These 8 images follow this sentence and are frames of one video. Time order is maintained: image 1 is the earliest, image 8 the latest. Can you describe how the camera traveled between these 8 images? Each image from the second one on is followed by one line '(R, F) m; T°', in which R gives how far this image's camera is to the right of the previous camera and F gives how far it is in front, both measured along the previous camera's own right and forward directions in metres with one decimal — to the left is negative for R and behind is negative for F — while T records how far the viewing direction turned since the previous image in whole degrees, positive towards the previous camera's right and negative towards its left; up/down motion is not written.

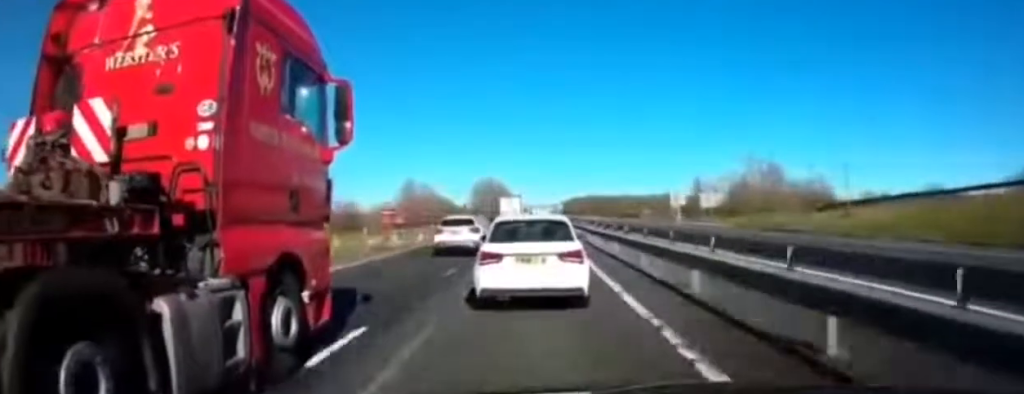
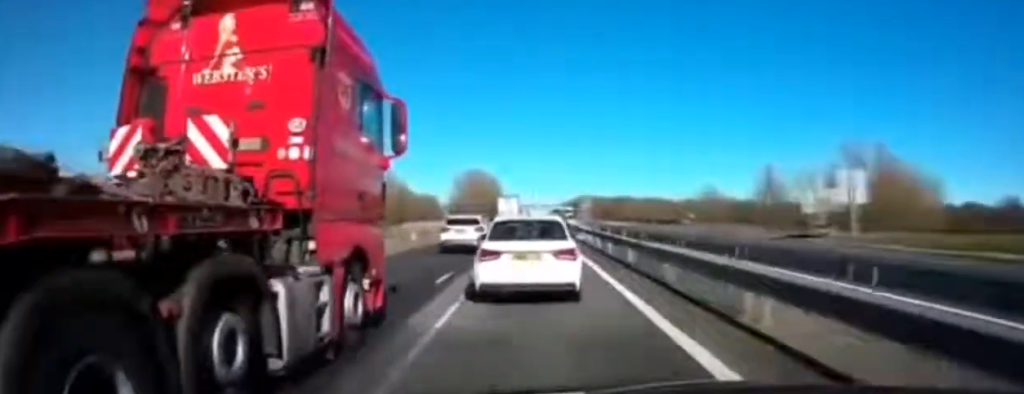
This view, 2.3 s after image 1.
(+0.3, +47.5) m; 0°
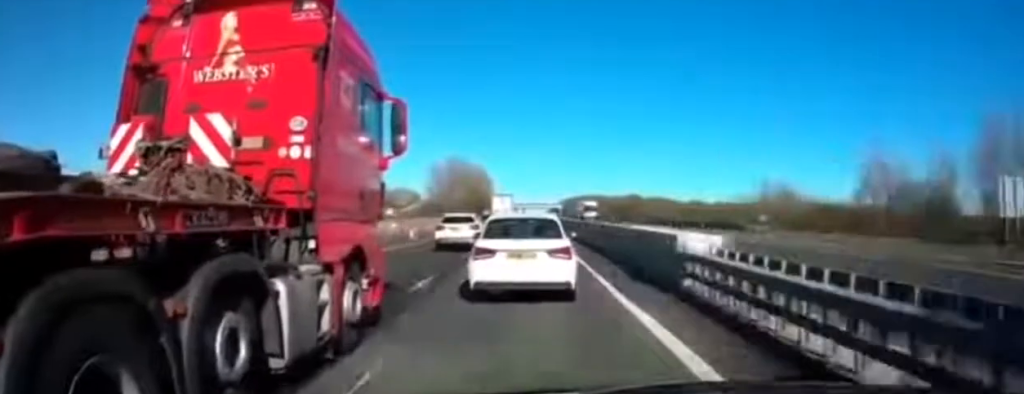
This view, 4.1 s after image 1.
(+0.1, +36.0) m; 0°
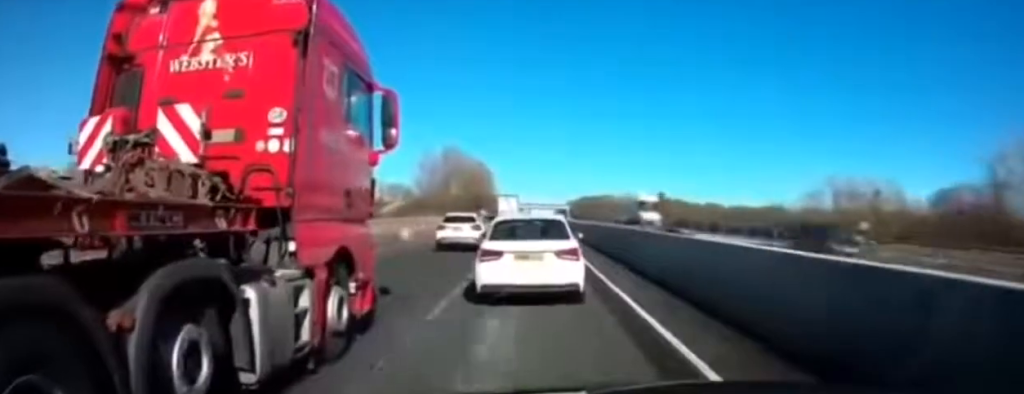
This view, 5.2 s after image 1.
(-0.3, +22.7) m; 0°
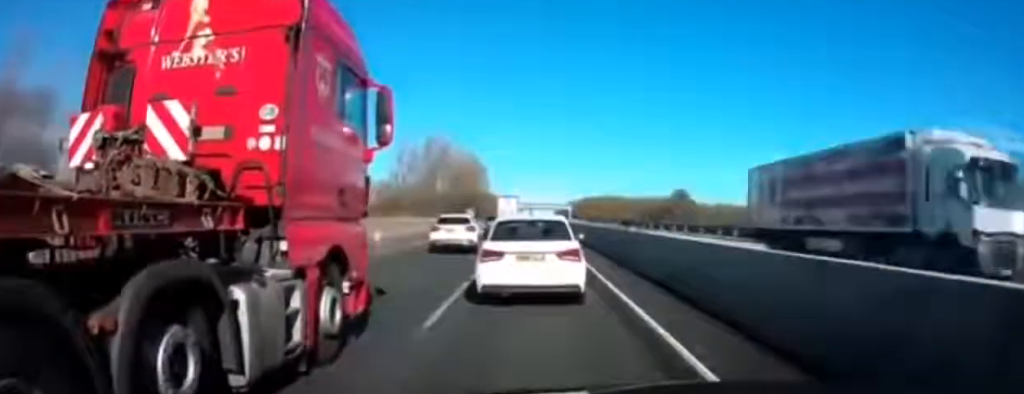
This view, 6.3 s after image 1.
(+0.1, +22.5) m; 0°
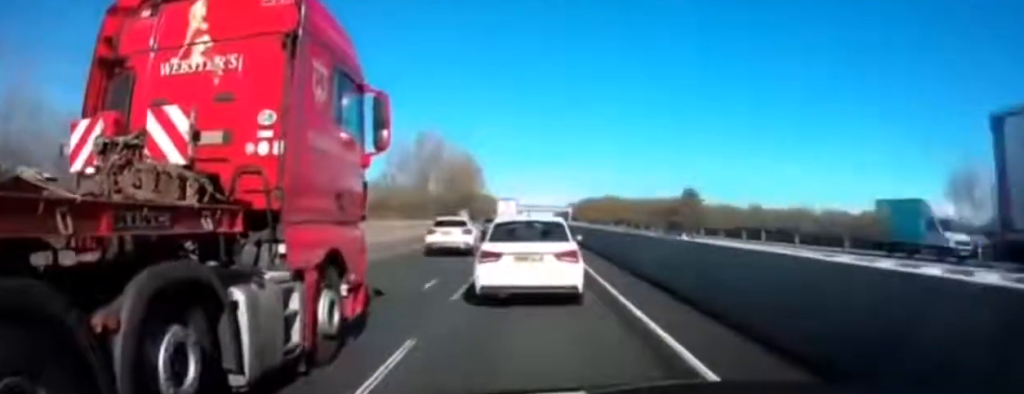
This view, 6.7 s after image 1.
(+0.1, +8.1) m; 0°
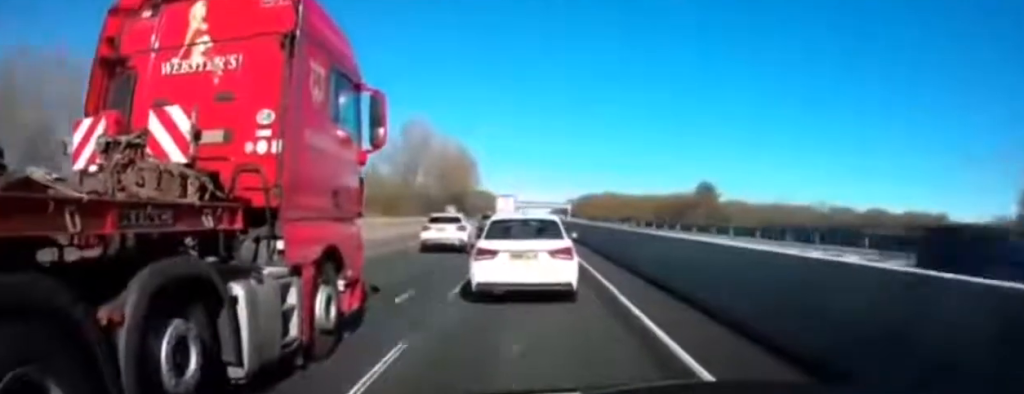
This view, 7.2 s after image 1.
(-0.1, +10.1) m; 0°
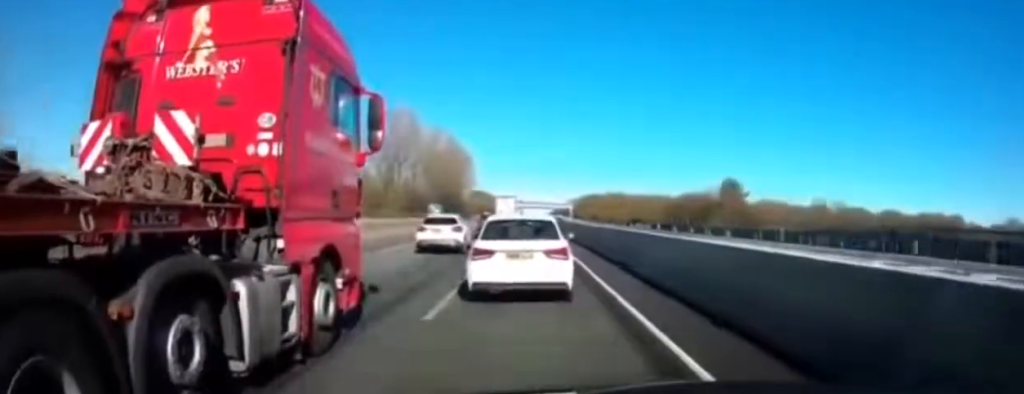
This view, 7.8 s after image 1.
(-0.2, +12.8) m; 0°
